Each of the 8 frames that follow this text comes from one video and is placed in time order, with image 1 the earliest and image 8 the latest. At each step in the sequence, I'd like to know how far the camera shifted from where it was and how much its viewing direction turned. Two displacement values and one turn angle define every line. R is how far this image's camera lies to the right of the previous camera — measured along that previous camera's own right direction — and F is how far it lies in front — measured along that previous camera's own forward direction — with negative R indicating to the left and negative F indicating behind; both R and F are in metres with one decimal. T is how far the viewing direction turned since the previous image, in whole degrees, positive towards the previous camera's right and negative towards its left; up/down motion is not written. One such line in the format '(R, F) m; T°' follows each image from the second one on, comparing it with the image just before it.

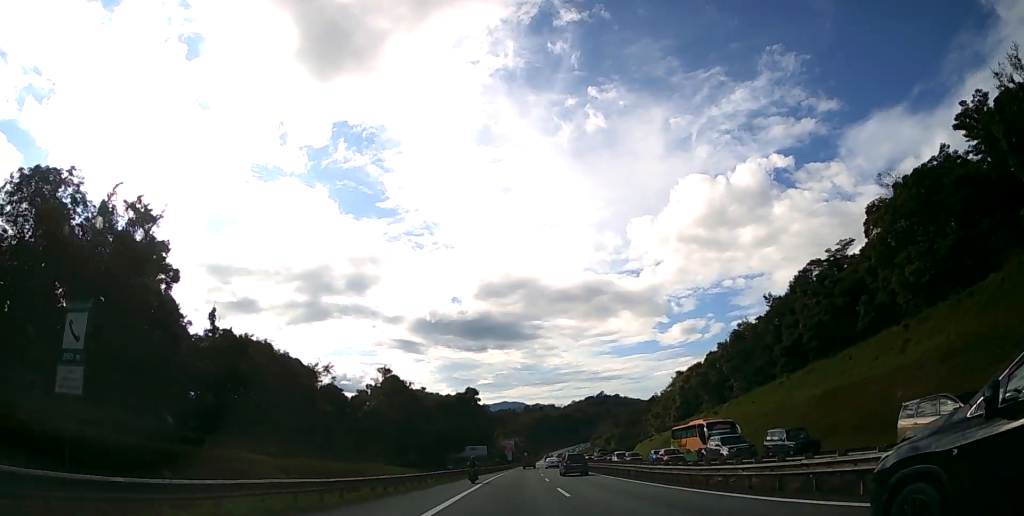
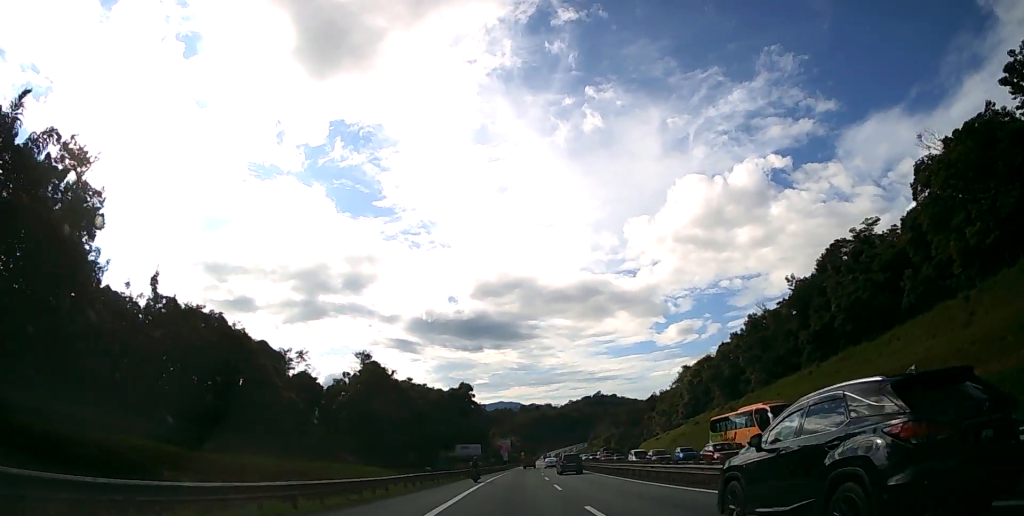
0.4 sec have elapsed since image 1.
(0.0, +9.6) m; 0°
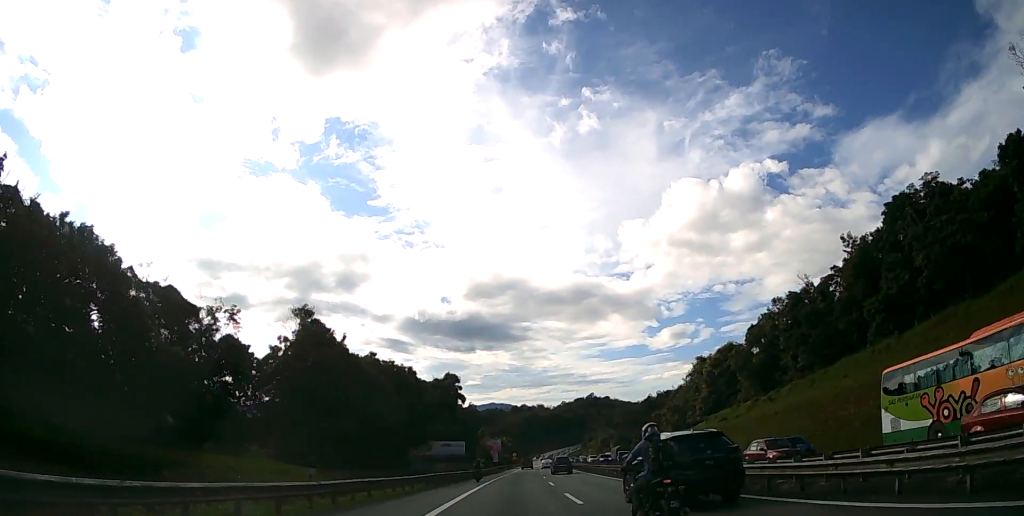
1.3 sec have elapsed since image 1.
(+0.1, +18.3) m; +1°
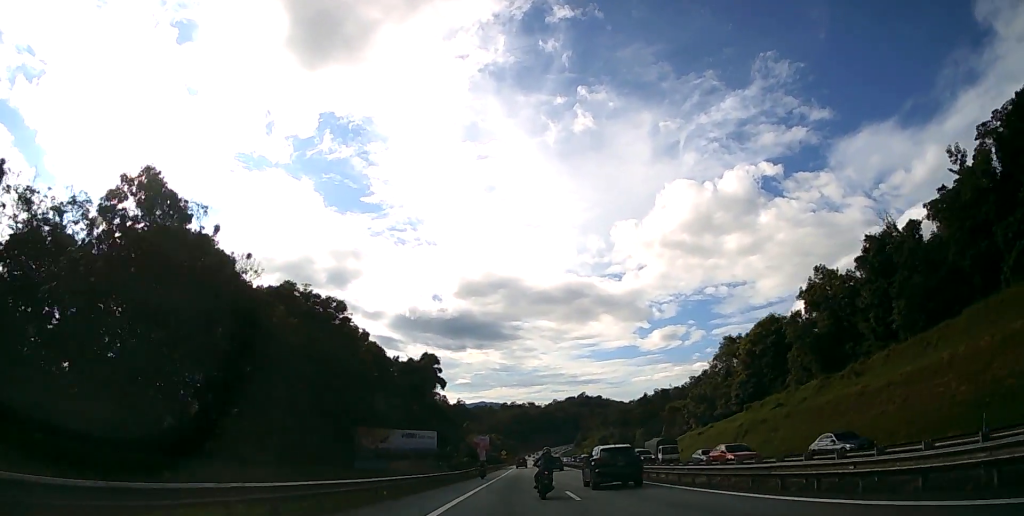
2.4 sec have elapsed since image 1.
(+0.1, +23.5) m; +1°
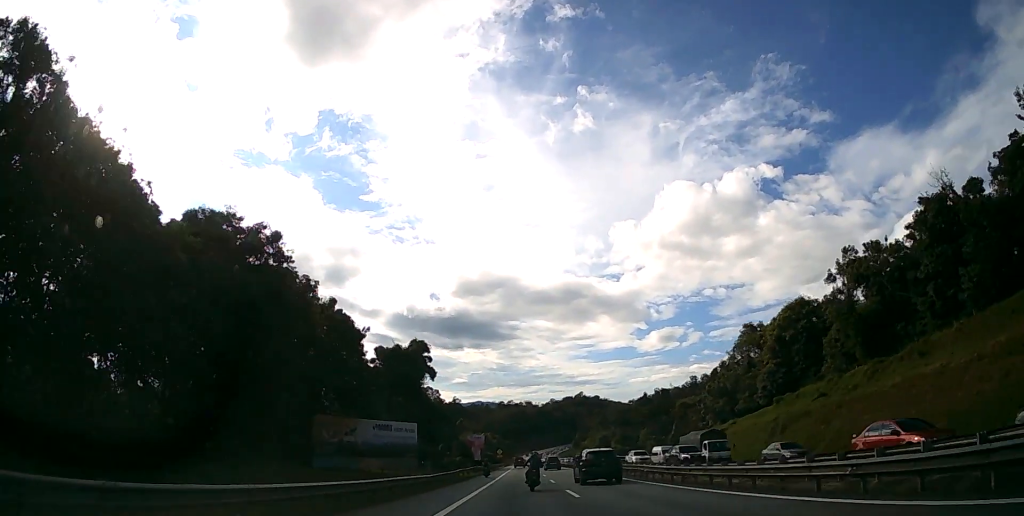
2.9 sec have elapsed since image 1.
(+0.1, +11.4) m; +1°
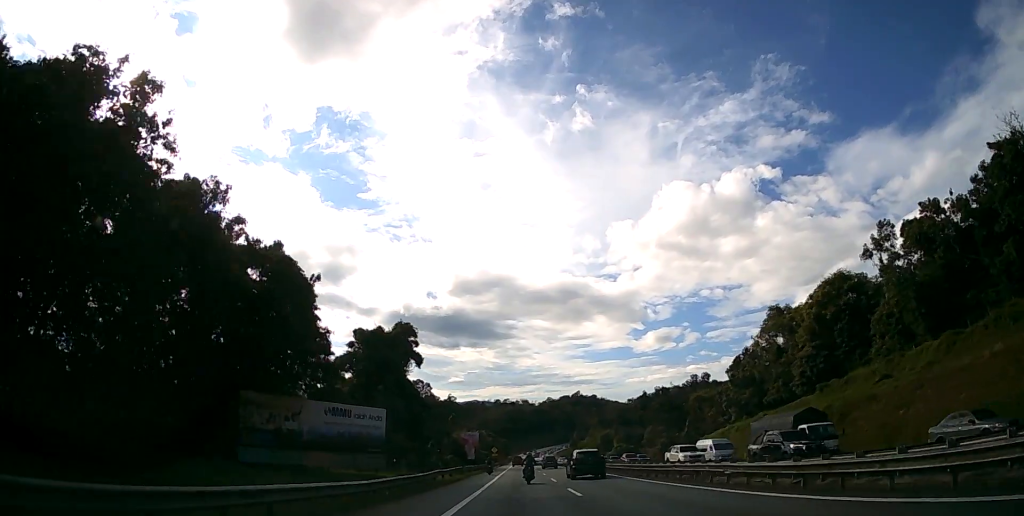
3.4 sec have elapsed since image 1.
(0.0, +12.2) m; +1°
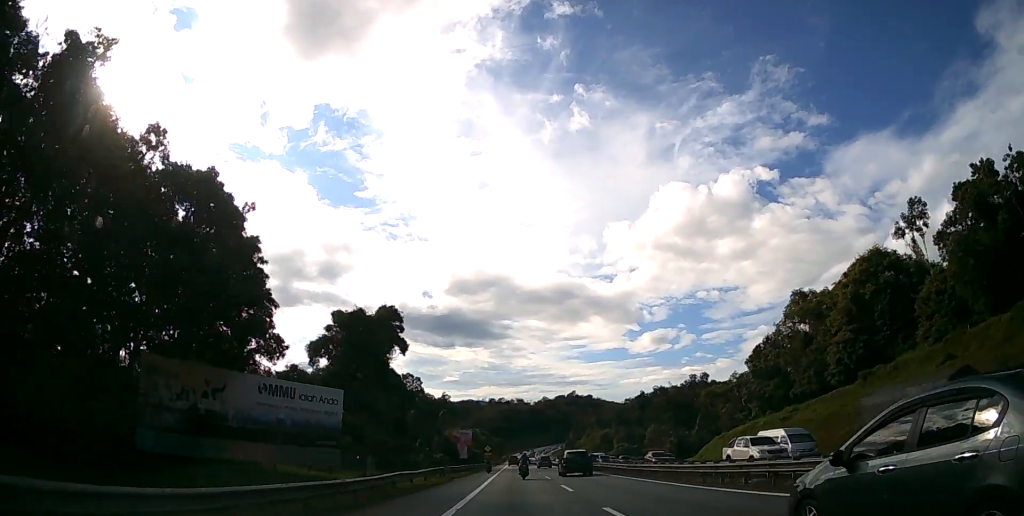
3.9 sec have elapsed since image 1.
(+0.1, +9.6) m; 0°
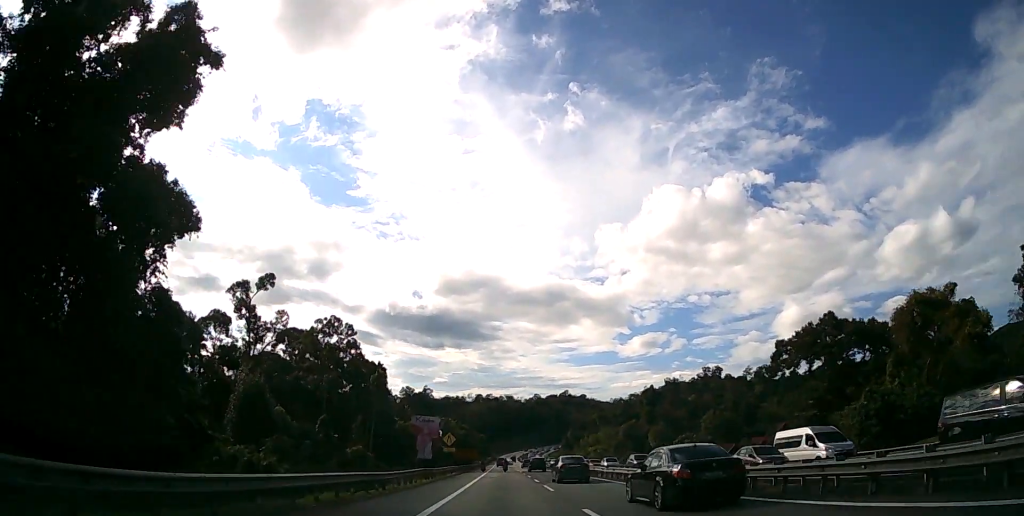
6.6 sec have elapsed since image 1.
(+1.3, +60.3) m; +2°
